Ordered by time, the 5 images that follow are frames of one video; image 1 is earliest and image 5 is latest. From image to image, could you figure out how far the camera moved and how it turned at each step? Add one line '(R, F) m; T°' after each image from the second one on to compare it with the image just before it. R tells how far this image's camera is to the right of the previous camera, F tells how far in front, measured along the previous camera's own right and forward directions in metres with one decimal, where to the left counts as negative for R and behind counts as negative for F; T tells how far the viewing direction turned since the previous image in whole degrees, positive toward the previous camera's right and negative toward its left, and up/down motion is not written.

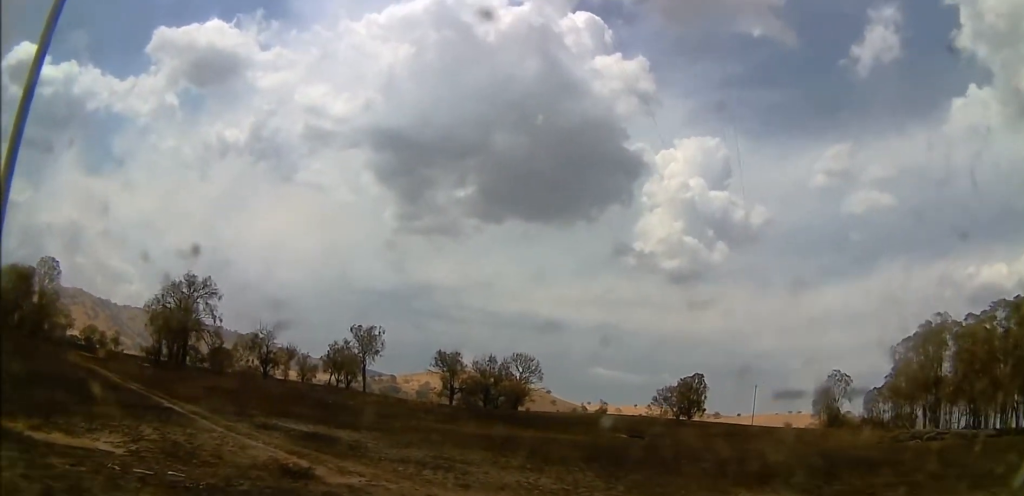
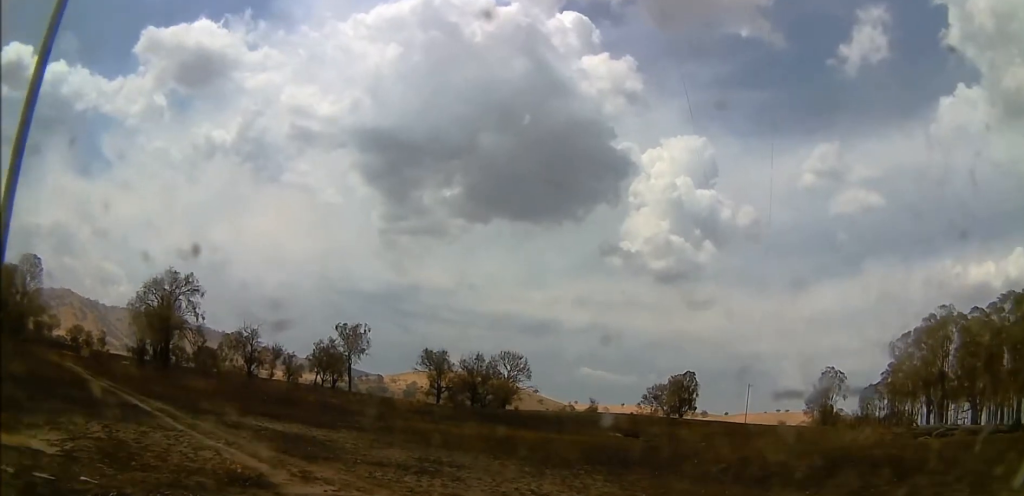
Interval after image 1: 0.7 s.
(+0.2, +3.2) m; +1°
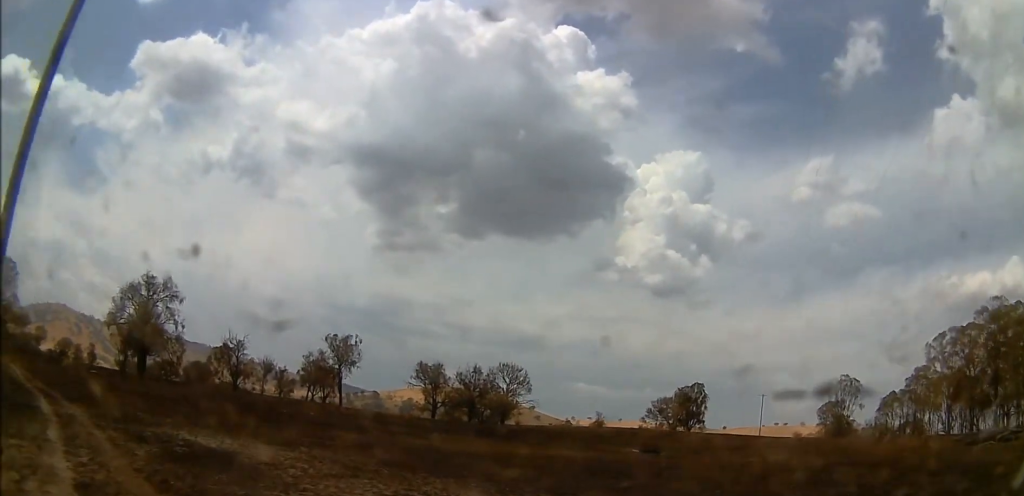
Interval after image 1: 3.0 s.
(+0.1, +9.2) m; -1°
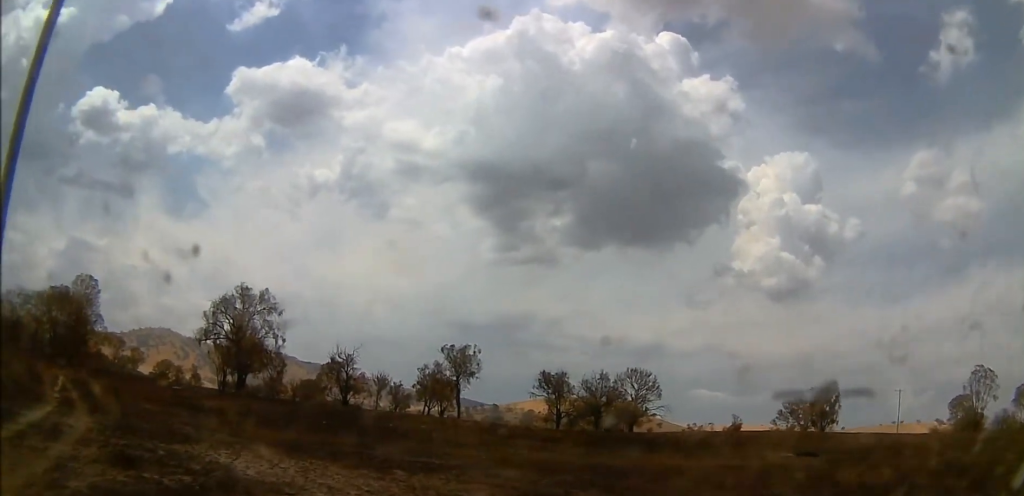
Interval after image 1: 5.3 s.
(-0.8, +8.3) m; -9°
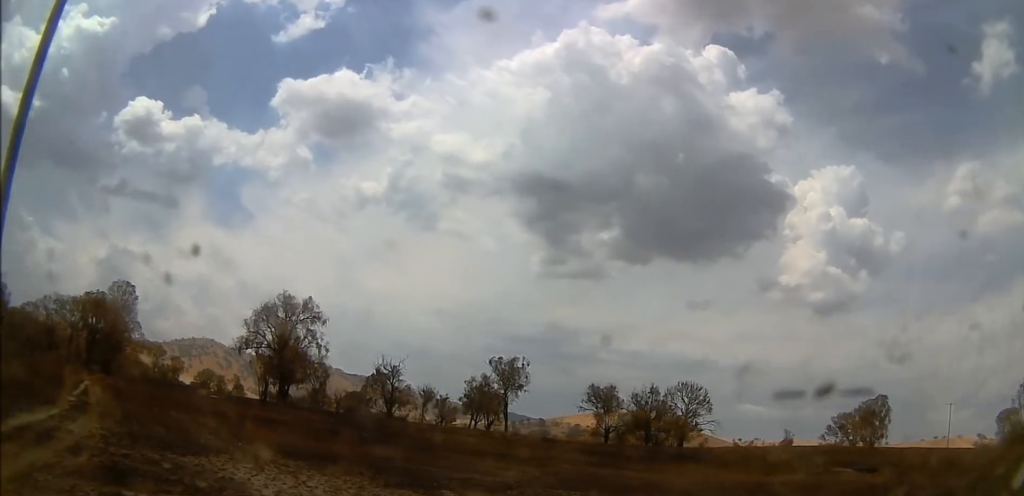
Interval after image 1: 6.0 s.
(+0.1, +2.5) m; -4°
